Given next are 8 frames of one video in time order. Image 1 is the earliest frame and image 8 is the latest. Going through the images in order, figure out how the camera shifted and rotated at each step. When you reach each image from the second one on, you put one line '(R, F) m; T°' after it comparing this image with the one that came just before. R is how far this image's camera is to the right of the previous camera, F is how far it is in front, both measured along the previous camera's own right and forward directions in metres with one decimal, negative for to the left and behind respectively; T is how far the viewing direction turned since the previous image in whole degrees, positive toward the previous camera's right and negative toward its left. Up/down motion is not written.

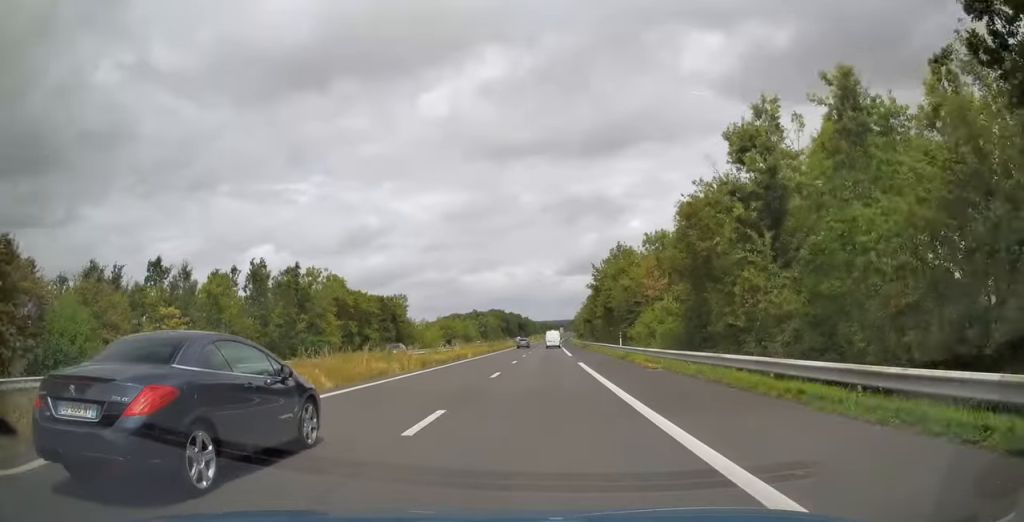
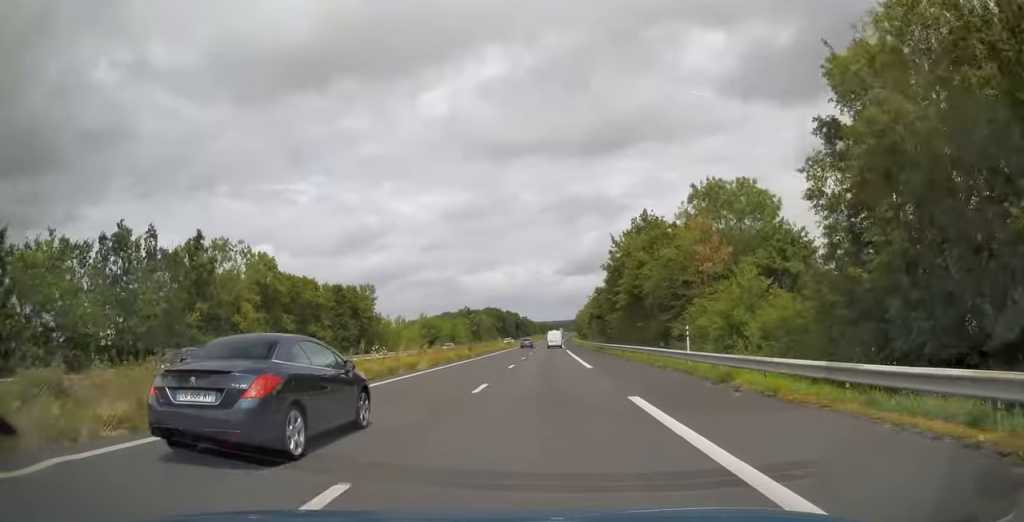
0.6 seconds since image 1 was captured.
(0.0, +19.4) m; 0°
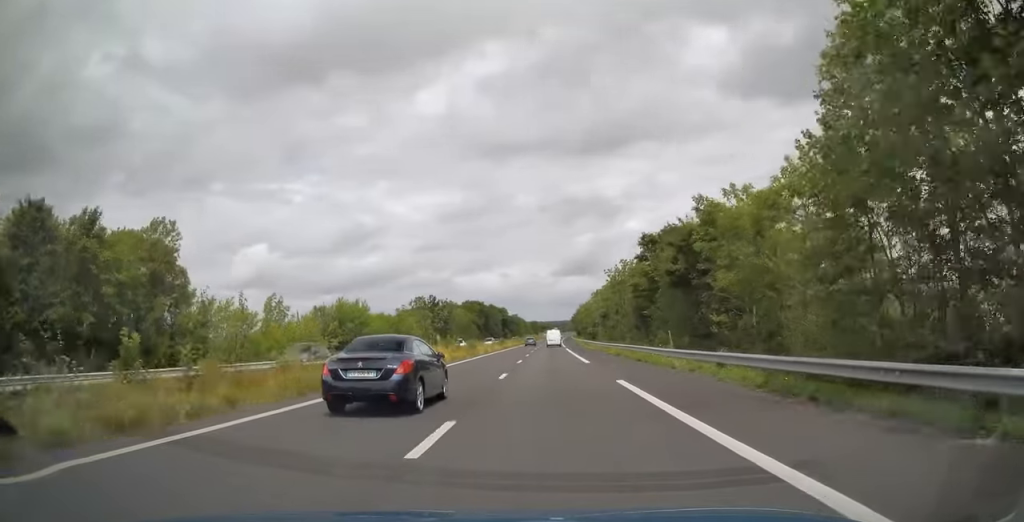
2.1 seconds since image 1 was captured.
(+0.2, +48.0) m; +1°
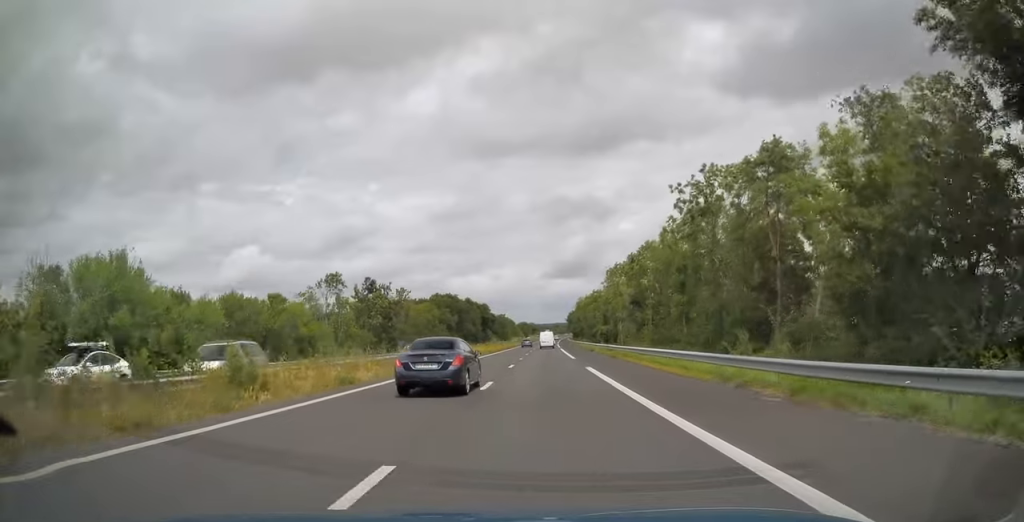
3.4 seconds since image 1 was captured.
(+0.3, +43.2) m; +1°
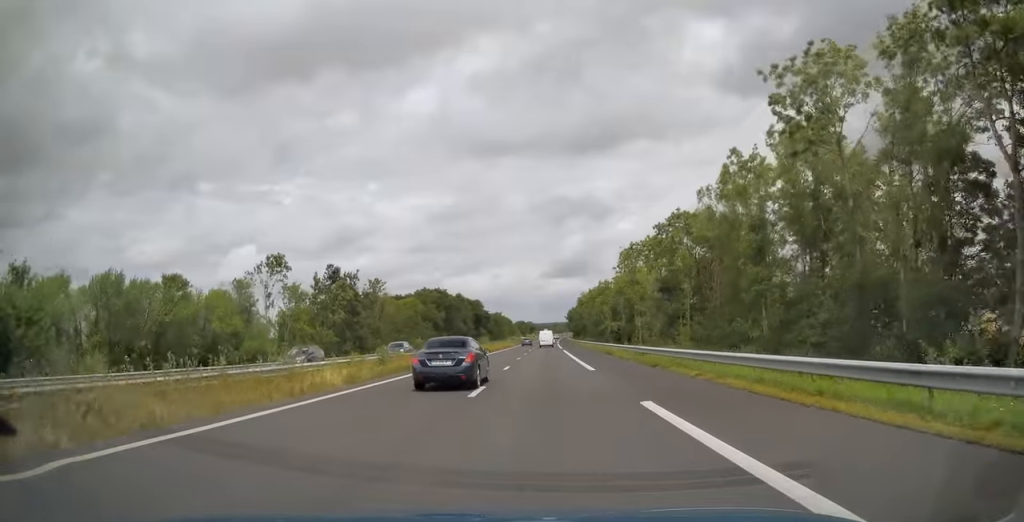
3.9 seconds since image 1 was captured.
(+0.1, +15.6) m; 0°
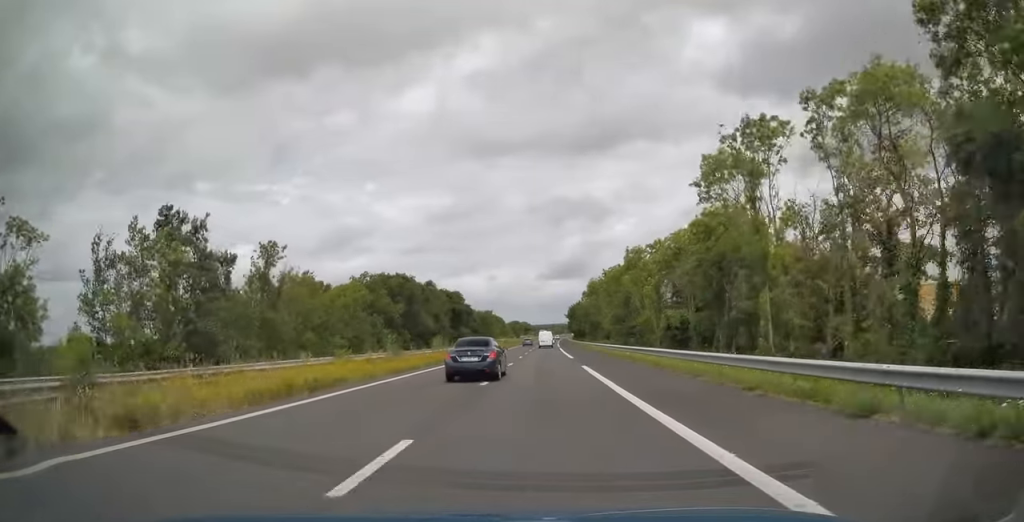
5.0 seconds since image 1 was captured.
(+0.1, +35.4) m; 0°
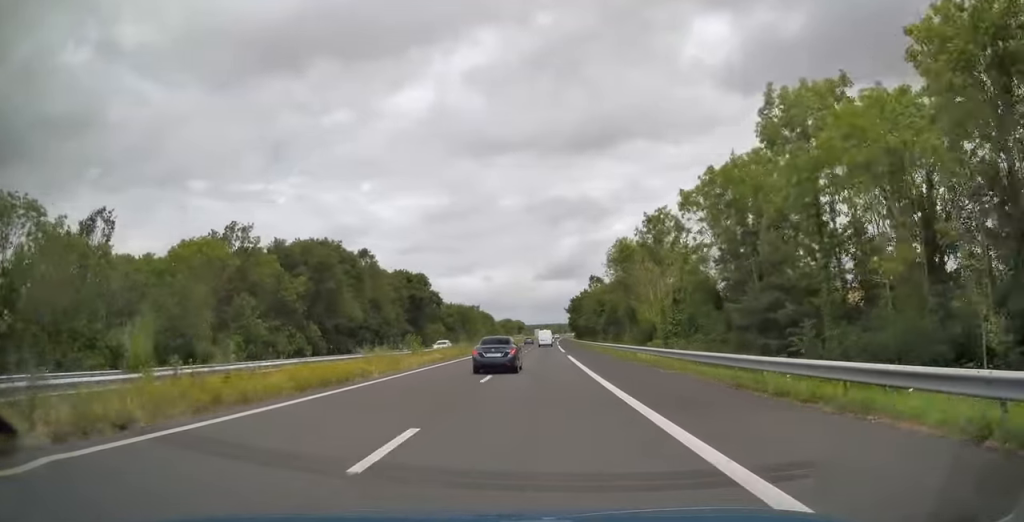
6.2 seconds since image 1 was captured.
(+0.2, +38.6) m; +1°
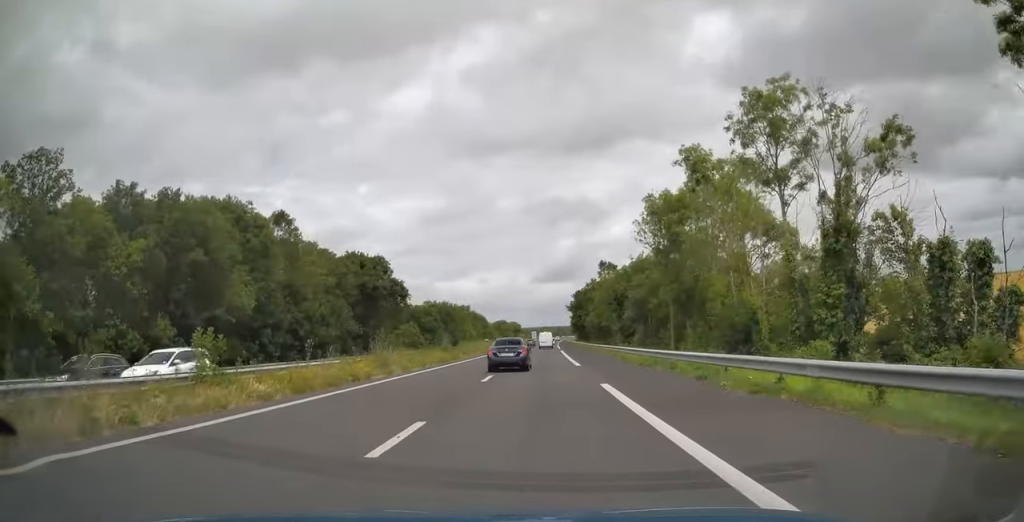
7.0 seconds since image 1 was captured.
(0.0, +25.2) m; 0°
